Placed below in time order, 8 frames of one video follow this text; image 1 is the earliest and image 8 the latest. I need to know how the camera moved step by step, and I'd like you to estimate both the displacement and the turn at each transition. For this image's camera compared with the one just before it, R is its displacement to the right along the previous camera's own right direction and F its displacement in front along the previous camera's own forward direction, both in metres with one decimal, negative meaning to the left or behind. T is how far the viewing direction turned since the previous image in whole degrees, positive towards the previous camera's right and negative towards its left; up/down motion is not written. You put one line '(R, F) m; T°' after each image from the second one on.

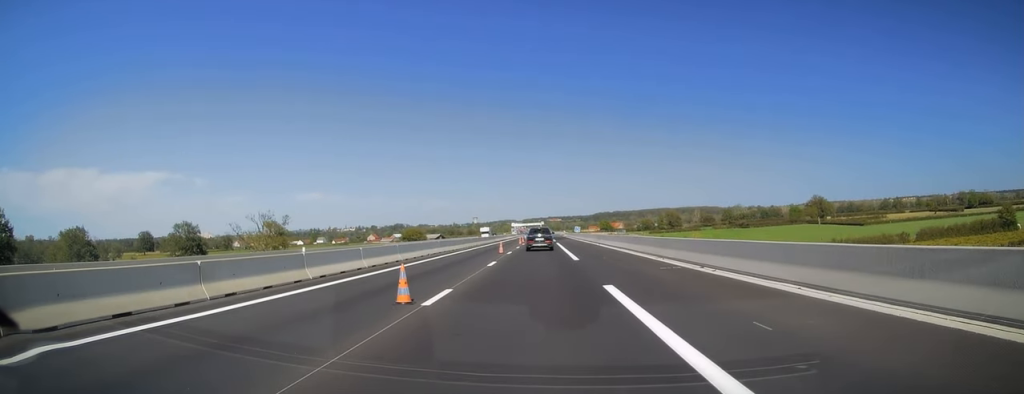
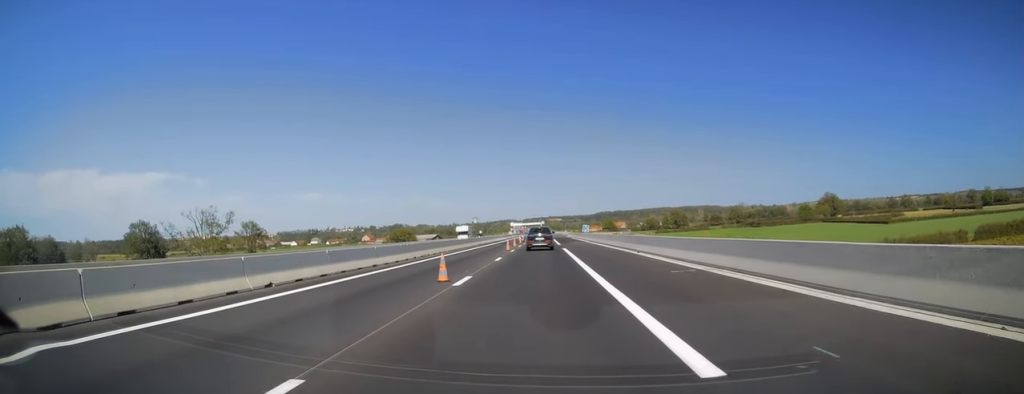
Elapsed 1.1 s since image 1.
(+0.2, +21.9) m; +1°
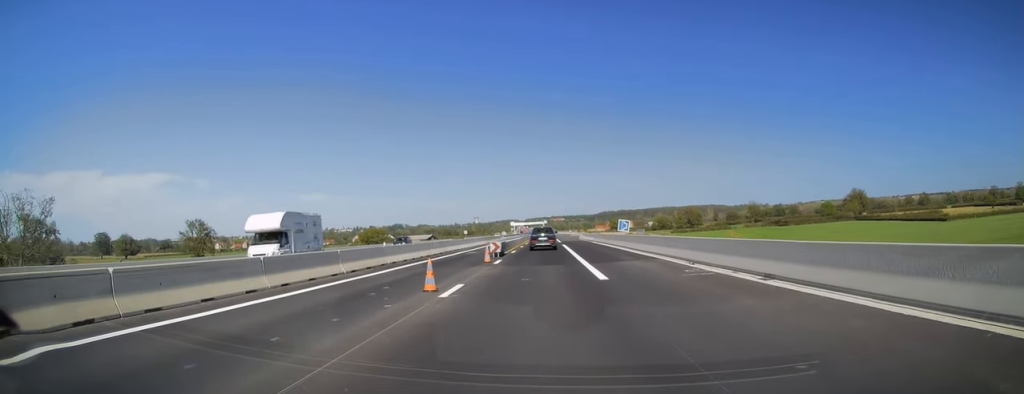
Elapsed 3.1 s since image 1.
(-0.7, +41.3) m; -1°
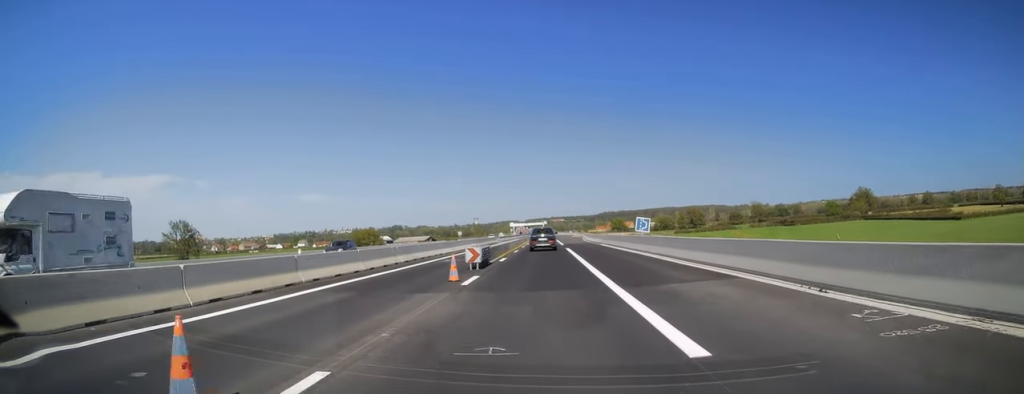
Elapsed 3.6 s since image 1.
(+0.1, +9.7) m; 0°
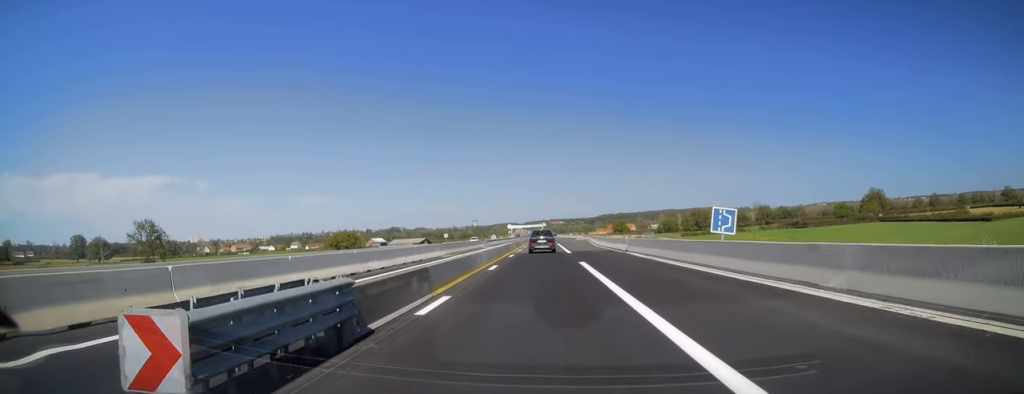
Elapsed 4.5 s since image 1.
(+0.3, +18.5) m; 0°
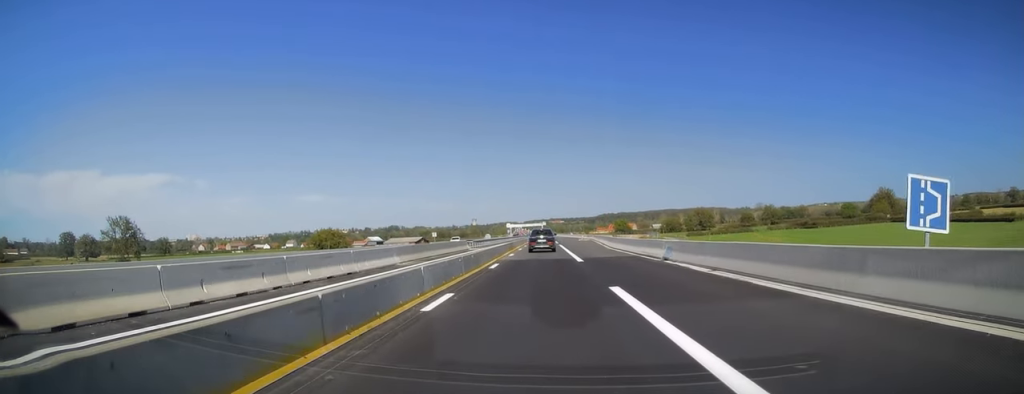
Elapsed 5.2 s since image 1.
(0.0, +12.4) m; -1°
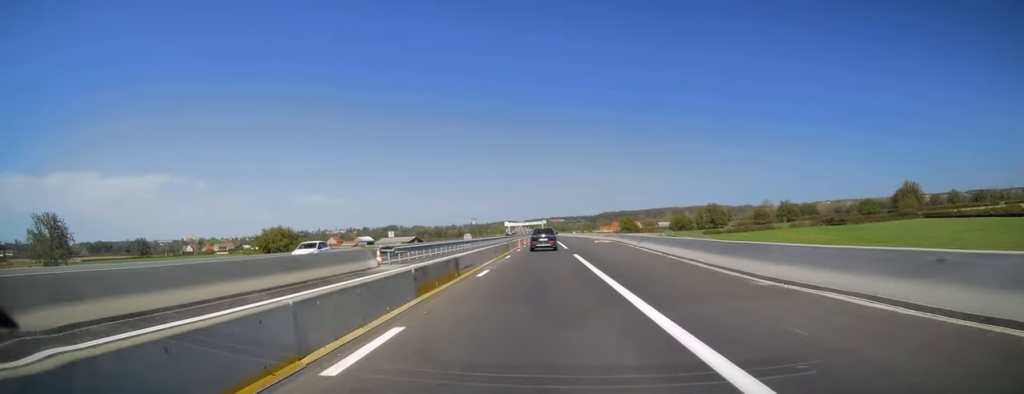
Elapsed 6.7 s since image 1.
(-0.2, +30.8) m; +1°
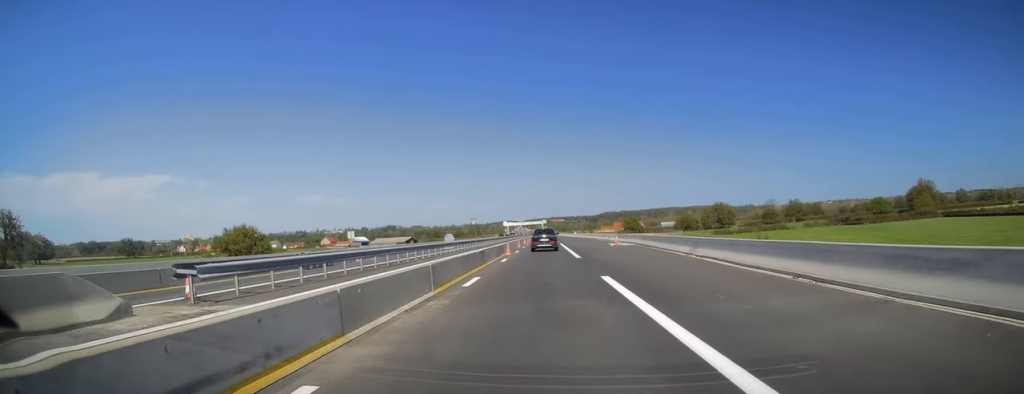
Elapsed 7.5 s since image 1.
(+0.2, +16.4) m; 0°
